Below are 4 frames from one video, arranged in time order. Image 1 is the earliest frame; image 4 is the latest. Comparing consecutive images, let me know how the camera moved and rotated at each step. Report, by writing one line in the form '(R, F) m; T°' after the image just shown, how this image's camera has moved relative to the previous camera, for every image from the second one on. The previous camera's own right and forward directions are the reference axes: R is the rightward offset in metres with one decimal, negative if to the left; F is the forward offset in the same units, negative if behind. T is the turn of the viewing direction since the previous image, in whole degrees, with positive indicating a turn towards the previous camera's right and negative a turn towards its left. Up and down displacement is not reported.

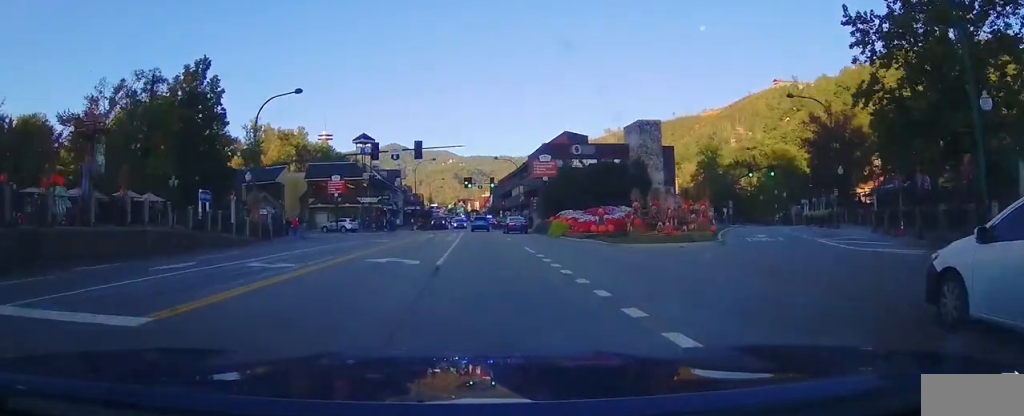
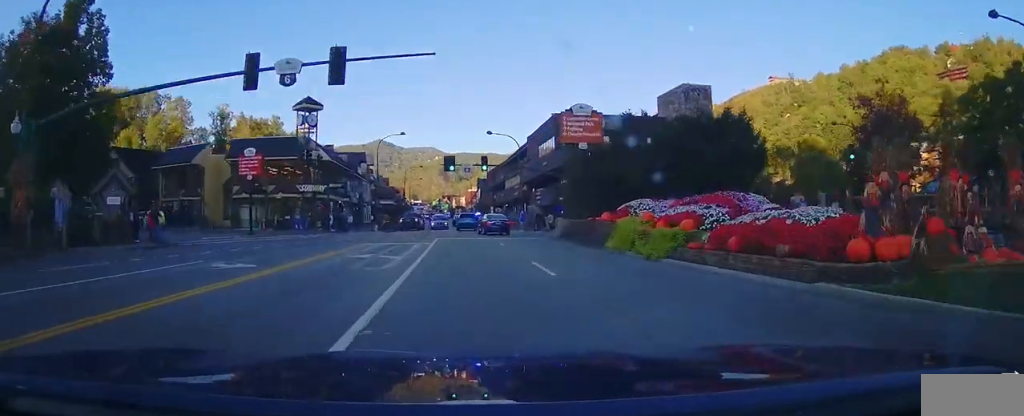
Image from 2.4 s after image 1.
(+0.3, +17.5) m; 0°
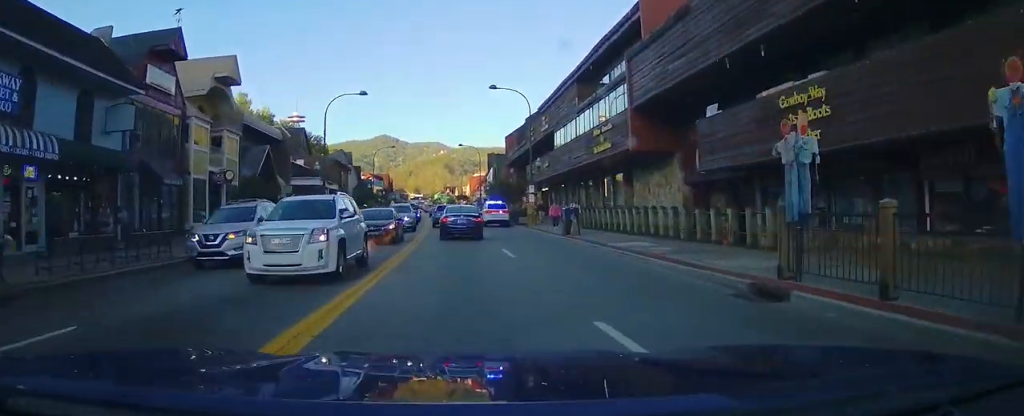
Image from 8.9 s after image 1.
(-1.3, +49.3) m; -2°
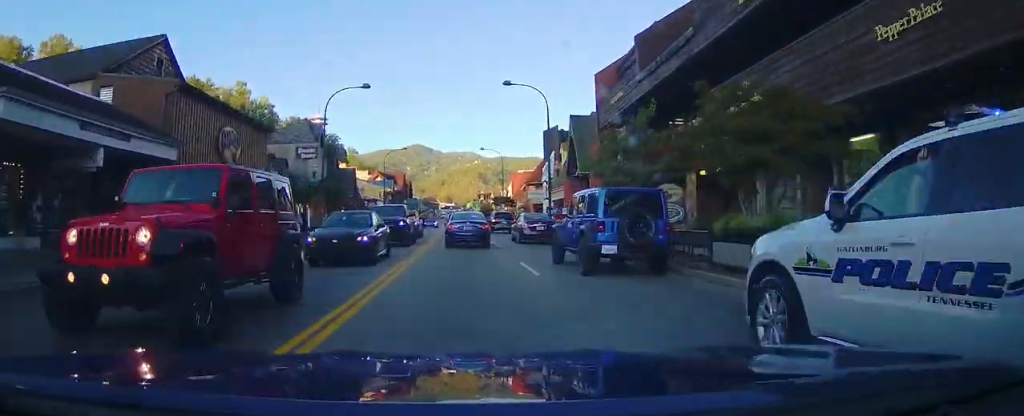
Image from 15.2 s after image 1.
(-0.2, +43.7) m; -2°
